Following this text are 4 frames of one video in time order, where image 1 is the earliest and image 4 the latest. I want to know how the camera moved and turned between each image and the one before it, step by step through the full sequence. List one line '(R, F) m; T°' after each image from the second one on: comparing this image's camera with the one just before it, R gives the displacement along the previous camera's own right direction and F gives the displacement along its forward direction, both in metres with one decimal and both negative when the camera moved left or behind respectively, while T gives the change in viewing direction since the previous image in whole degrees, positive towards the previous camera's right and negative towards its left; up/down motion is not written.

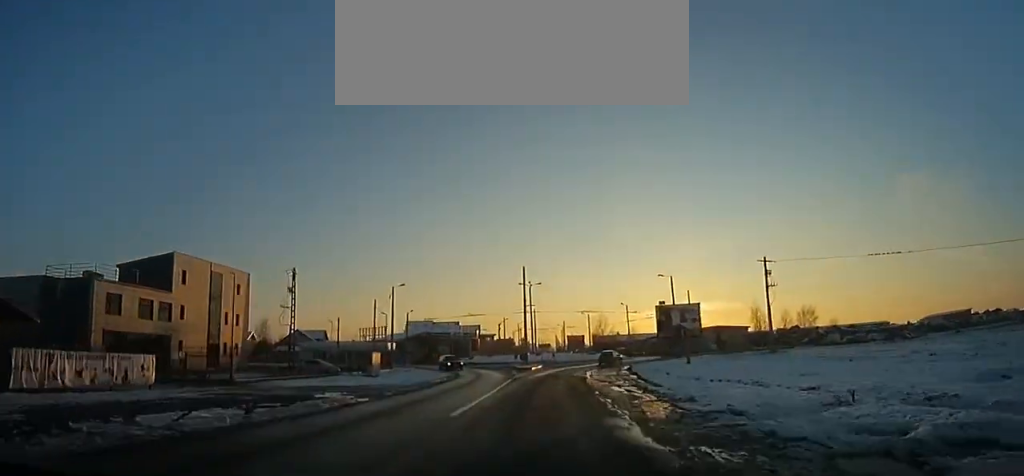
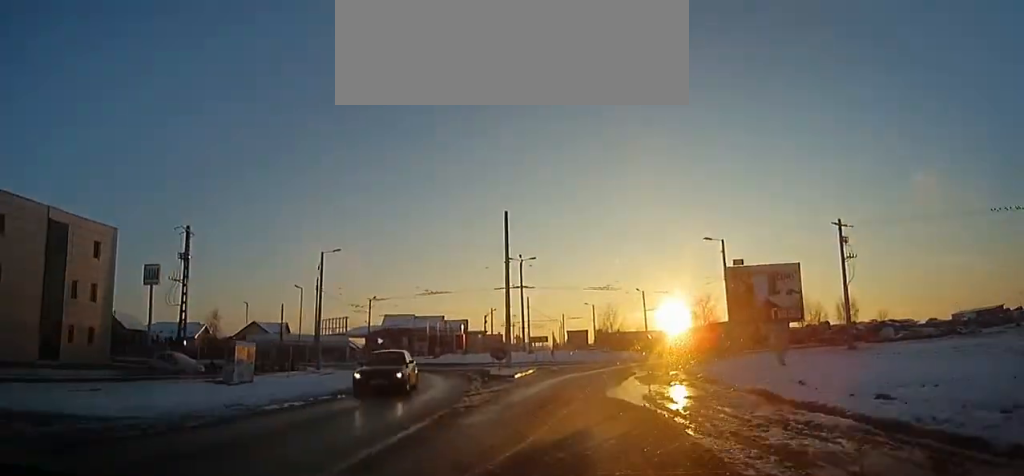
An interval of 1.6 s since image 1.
(+0.7, +19.4) m; +2°
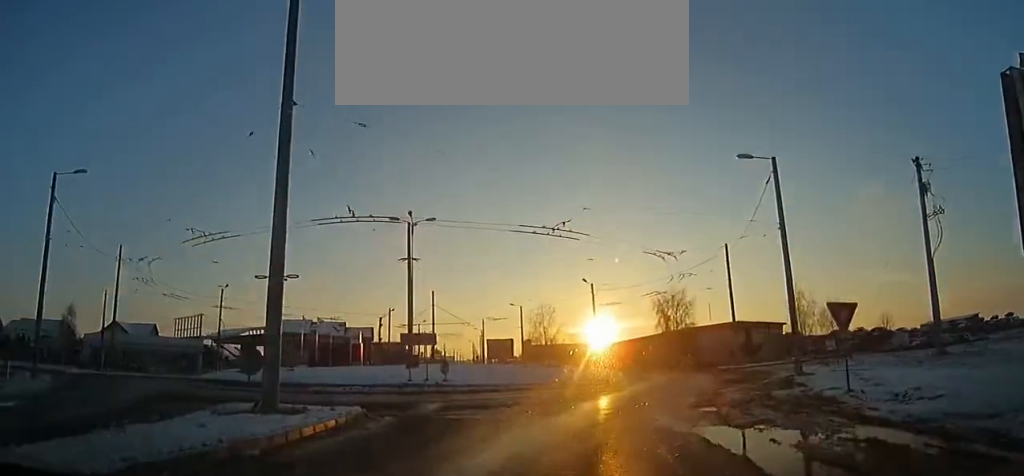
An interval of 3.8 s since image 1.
(+0.3, +22.9) m; +8°
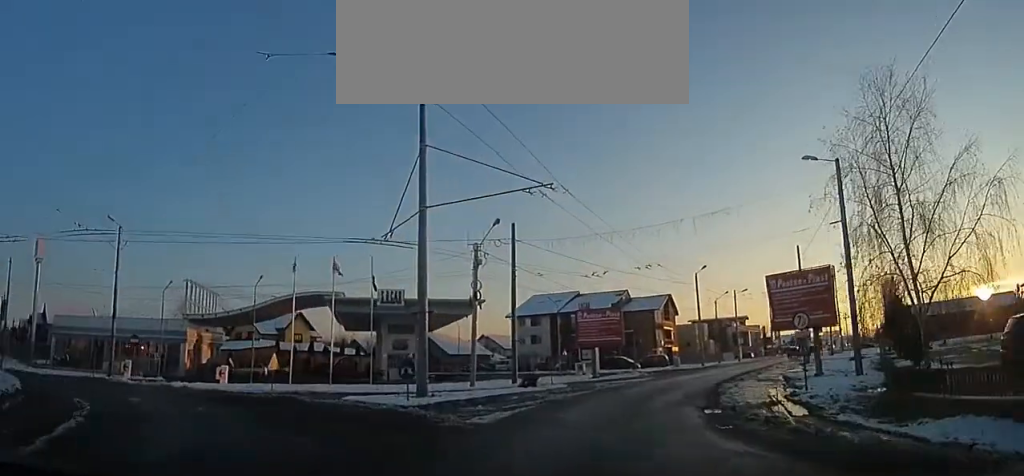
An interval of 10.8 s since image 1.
(+1.0, +51.3) m; -30°
